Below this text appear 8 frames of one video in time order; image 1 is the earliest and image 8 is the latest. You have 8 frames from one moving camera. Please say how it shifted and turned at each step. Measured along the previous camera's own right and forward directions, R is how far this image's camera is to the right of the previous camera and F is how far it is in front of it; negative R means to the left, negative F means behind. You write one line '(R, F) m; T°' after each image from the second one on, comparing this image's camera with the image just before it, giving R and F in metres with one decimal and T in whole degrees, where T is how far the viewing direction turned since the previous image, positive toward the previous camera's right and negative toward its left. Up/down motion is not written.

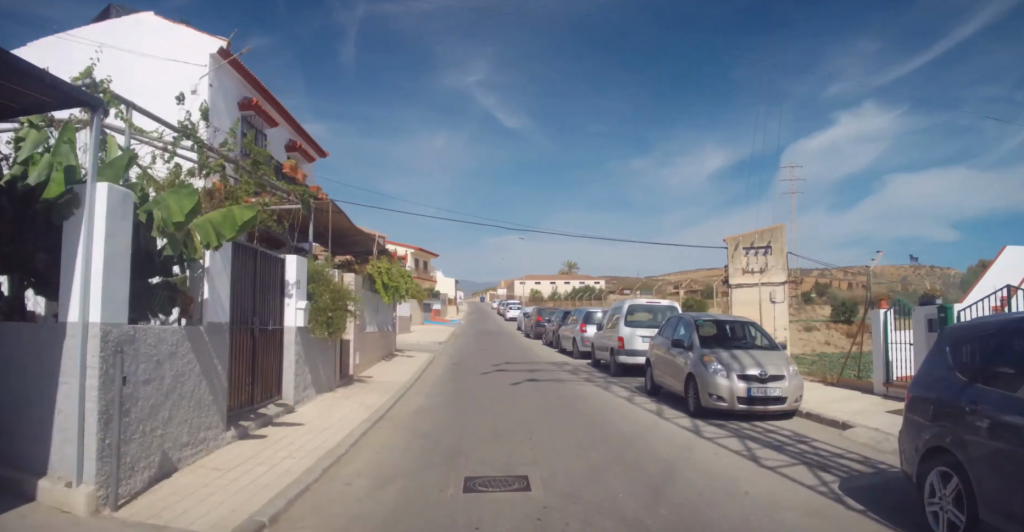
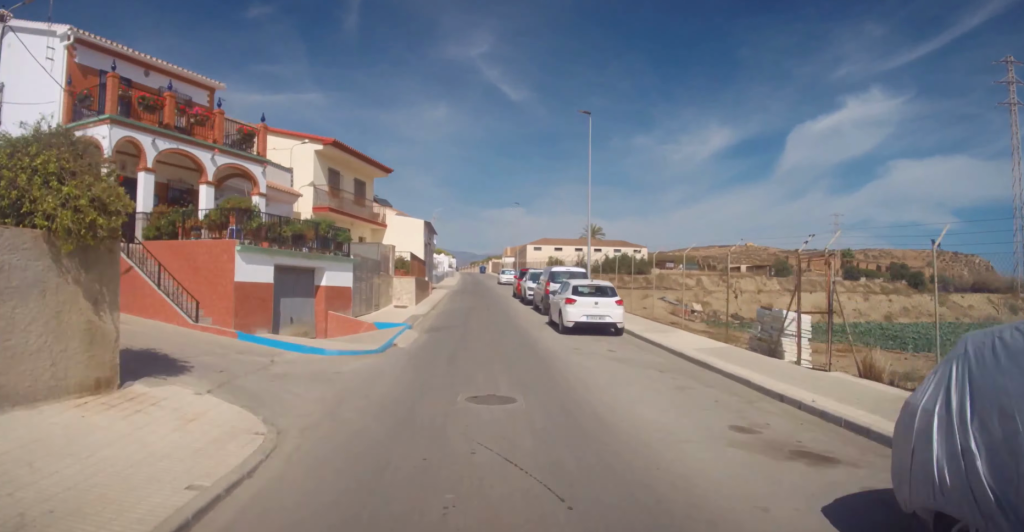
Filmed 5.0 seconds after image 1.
(+0.6, +42.5) m; 0°
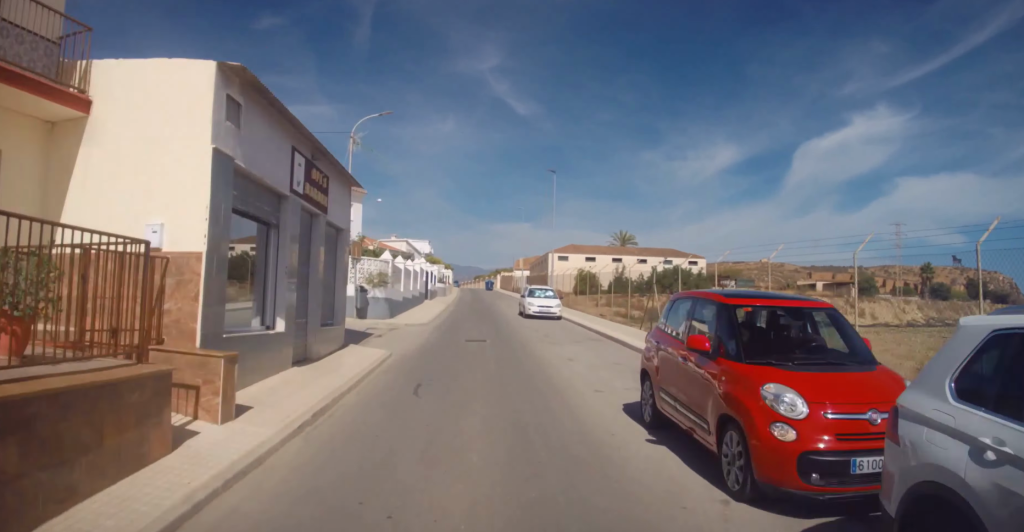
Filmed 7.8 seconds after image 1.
(-0.1, +26.5) m; -1°
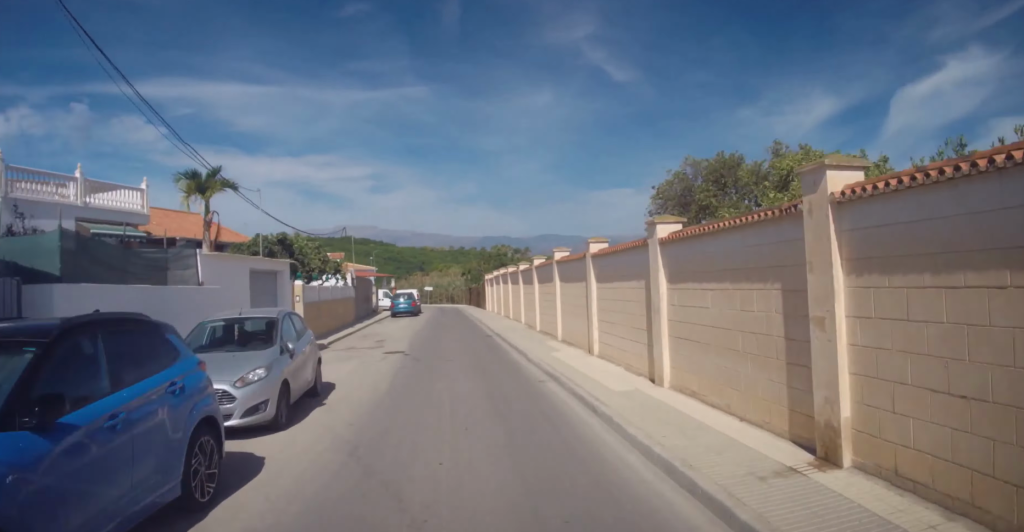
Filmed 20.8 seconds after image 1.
(-7.4, +130.9) m; -11°
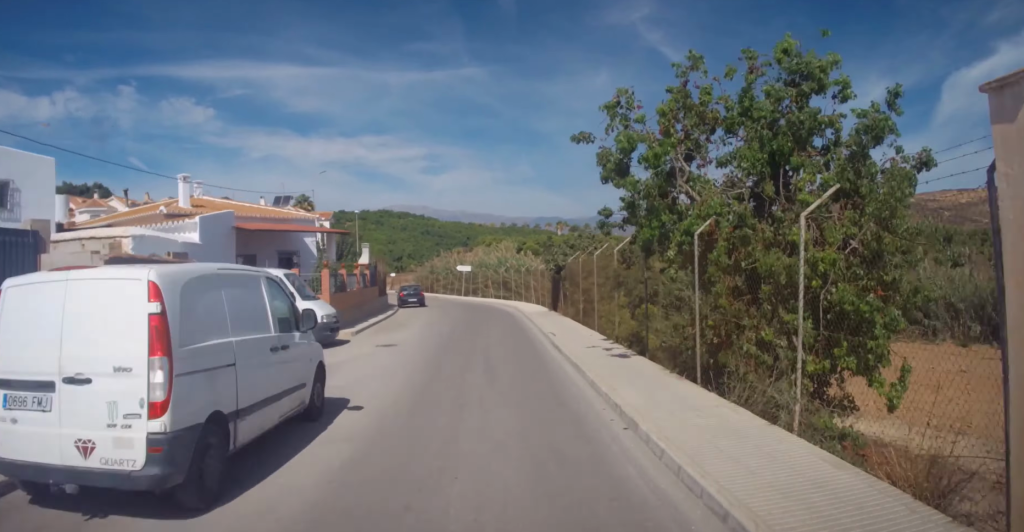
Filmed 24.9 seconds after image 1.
(-2.4, +41.0) m; -7°
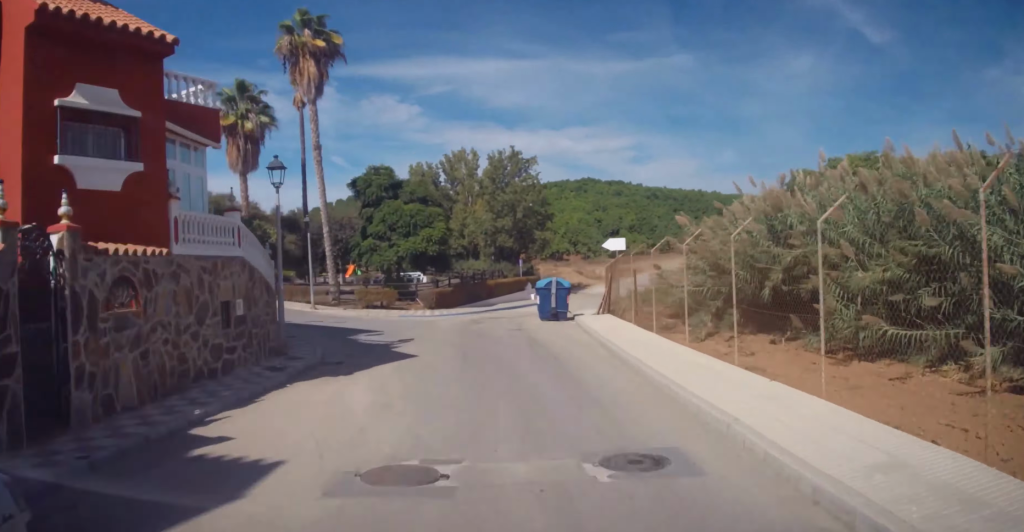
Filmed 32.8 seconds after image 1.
(-8.8, +73.9) m; -39°
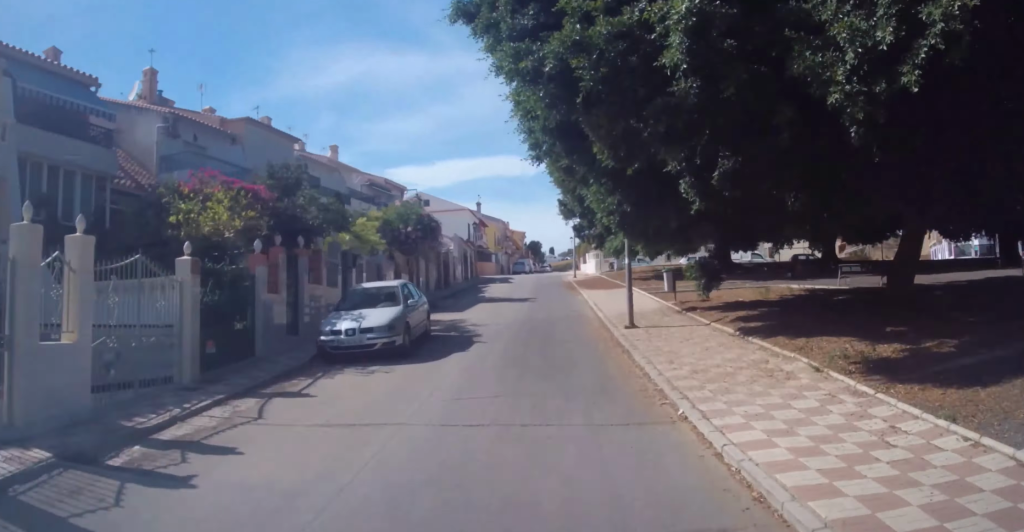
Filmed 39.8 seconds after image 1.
(-31.3, +45.5) m; -40°
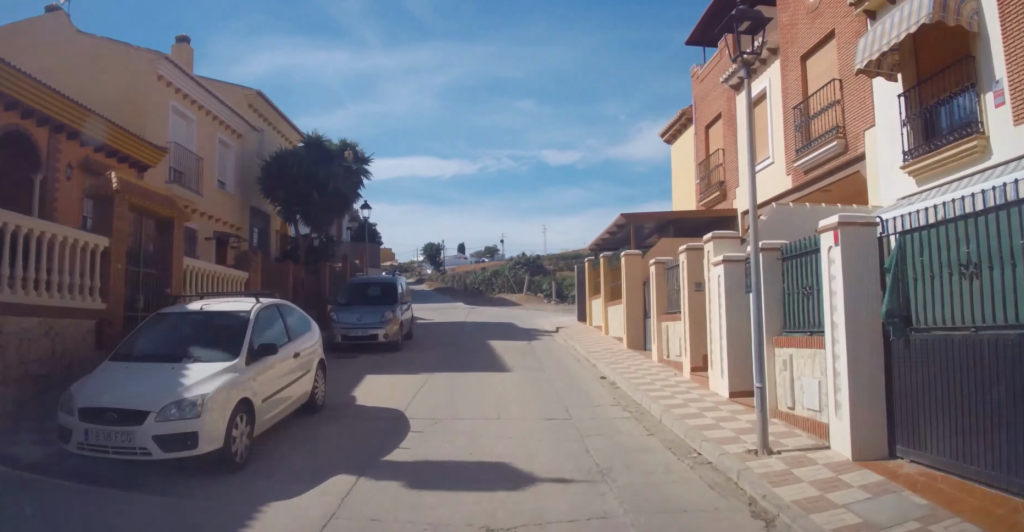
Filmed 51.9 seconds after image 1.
(-14.0, +96.6) m; -12°
